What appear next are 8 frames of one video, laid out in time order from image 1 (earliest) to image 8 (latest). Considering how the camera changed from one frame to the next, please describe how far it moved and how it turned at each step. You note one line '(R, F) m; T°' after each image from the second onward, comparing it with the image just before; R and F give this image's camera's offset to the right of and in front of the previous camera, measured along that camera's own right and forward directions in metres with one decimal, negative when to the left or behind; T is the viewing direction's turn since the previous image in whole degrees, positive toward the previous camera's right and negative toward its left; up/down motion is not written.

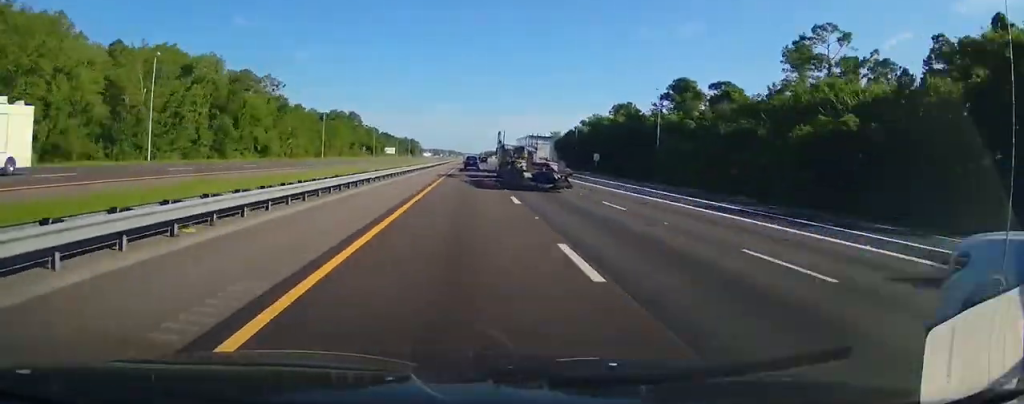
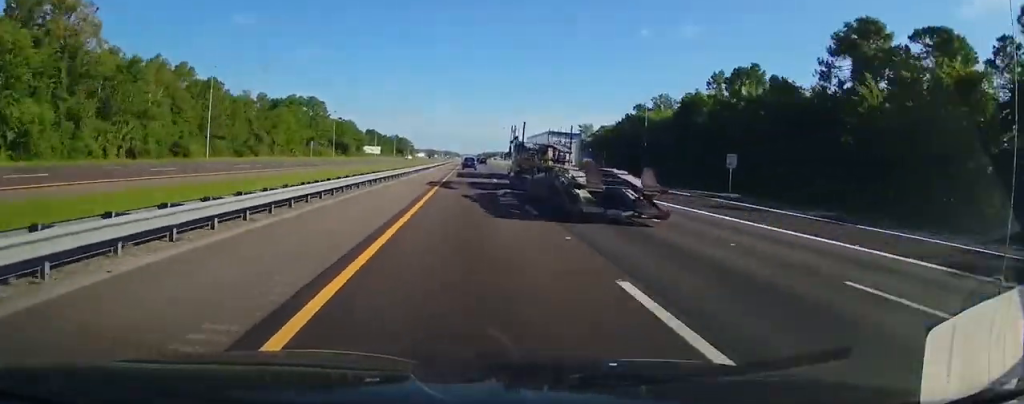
(-0.2, +63.0) m; 0°
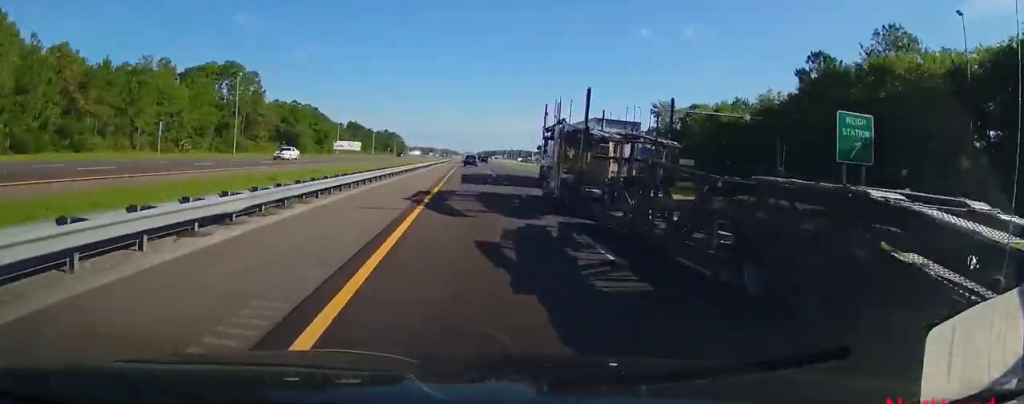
(+0.1, +67.9) m; 0°
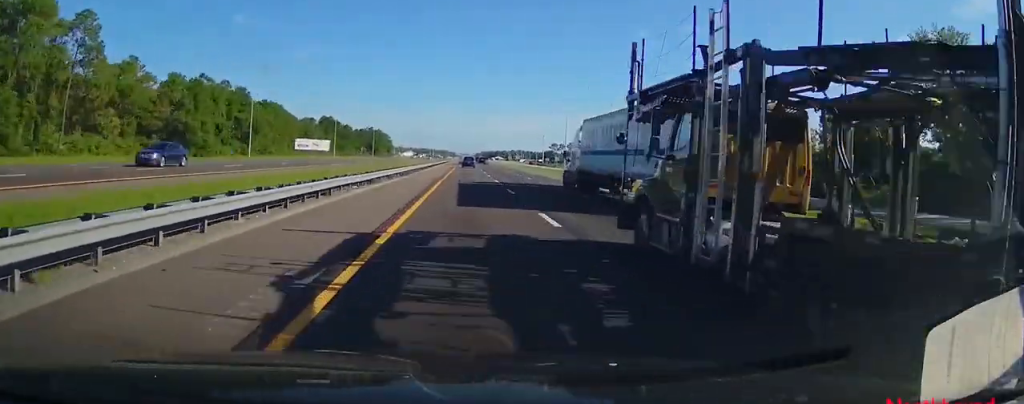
(+0.2, +67.6) m; 0°
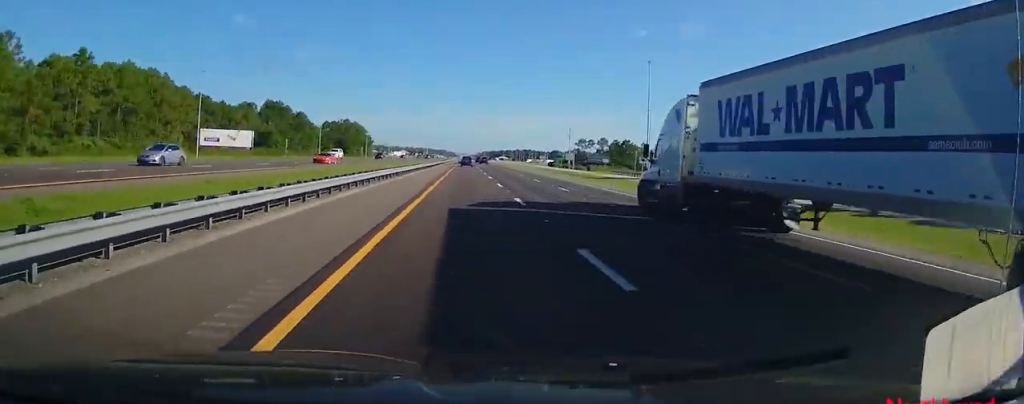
(+0.2, +91.5) m; 0°
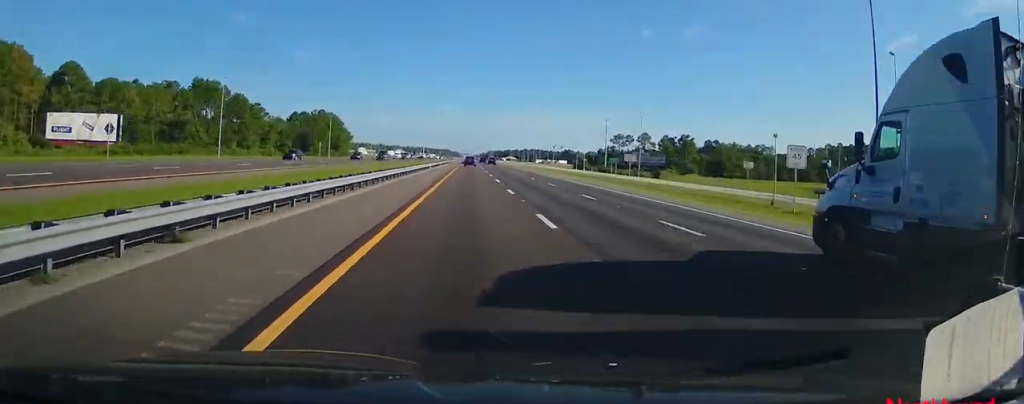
(0.0, +67.3) m; 0°
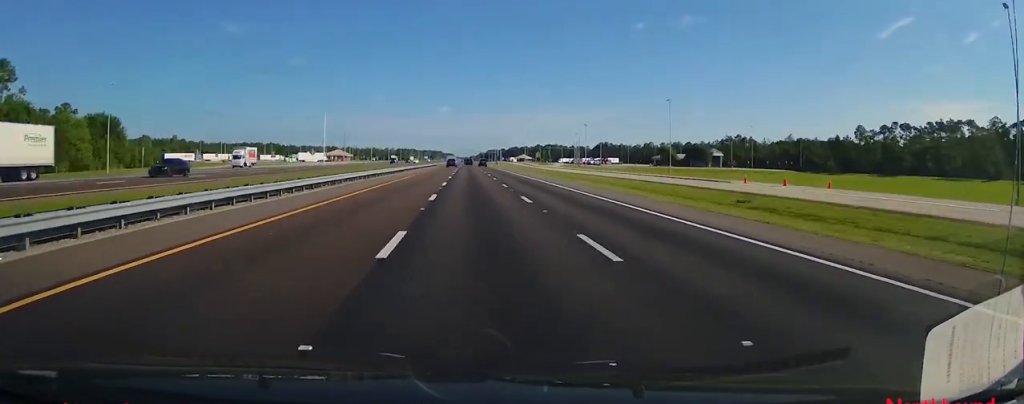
(-0.2, +237.0) m; 0°
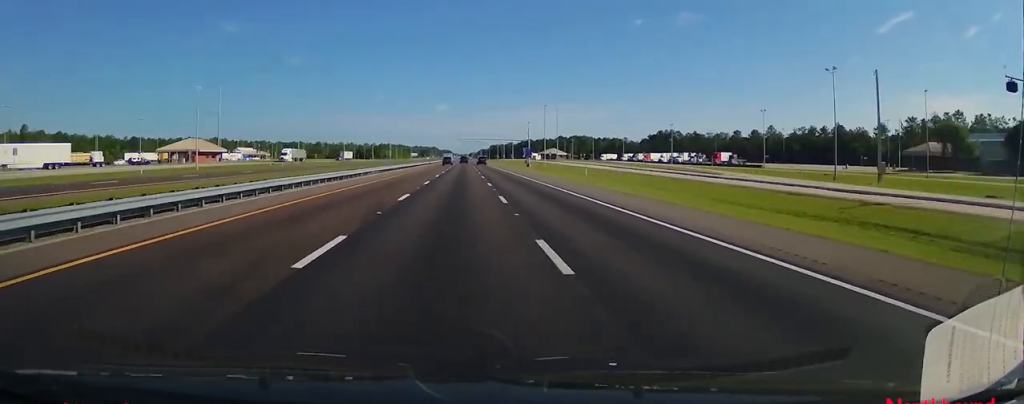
(-0.1, +170.6) m; 0°
